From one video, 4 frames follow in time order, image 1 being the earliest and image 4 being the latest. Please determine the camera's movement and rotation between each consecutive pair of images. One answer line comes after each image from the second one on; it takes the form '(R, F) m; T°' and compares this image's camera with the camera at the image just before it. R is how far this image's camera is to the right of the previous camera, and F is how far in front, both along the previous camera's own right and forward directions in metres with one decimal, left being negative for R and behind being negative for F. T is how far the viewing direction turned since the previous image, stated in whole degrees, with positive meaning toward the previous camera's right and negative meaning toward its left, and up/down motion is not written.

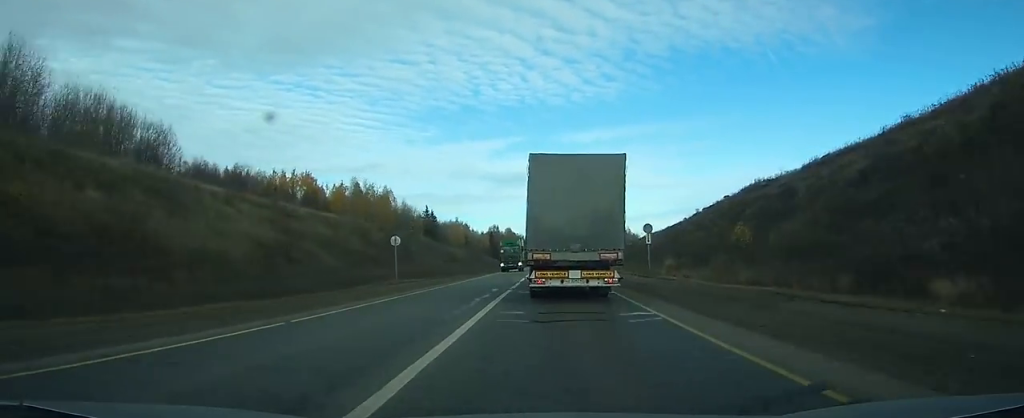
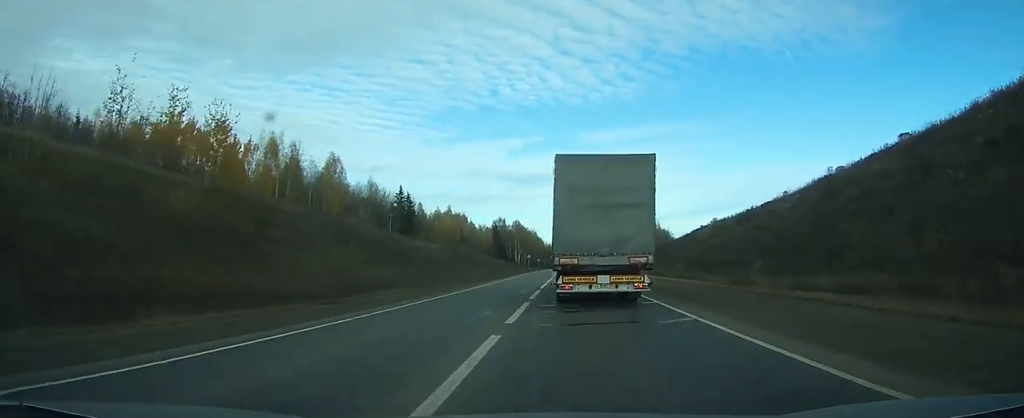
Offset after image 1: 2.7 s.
(+0.7, +53.8) m; +1°
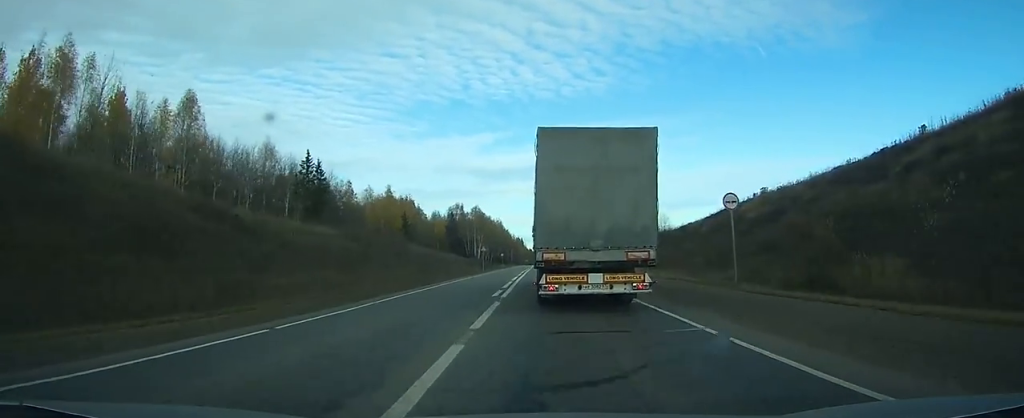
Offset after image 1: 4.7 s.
(0.0, +40.4) m; +1°
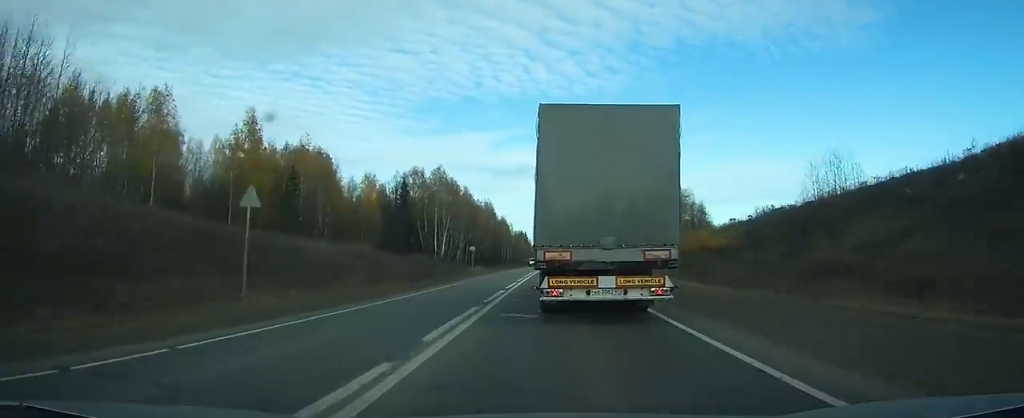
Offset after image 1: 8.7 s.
(+1.4, +80.6) m; +1°
